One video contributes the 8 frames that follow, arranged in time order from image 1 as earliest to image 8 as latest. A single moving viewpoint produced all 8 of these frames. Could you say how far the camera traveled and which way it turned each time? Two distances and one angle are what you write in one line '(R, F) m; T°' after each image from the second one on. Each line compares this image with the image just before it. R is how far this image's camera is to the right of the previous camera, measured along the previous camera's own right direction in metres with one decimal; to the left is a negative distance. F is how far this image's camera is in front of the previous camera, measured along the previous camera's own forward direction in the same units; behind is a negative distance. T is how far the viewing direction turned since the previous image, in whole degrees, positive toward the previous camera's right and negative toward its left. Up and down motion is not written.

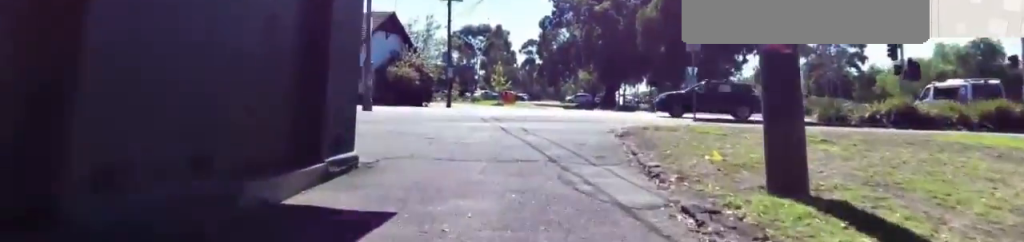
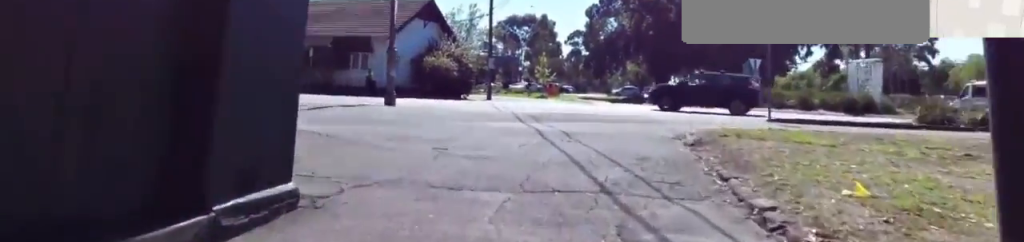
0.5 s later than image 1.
(+0.7, +2.9) m; -5°
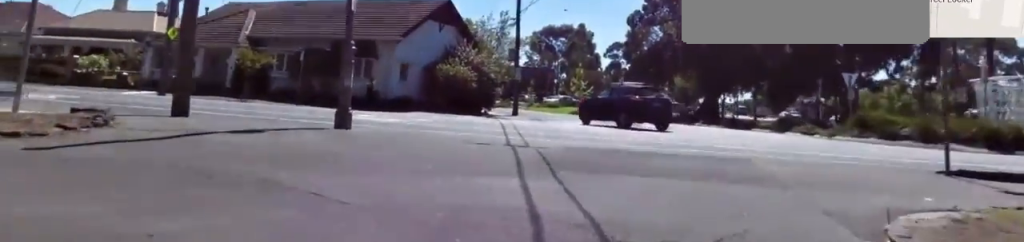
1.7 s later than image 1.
(-2.0, +5.8) m; -17°
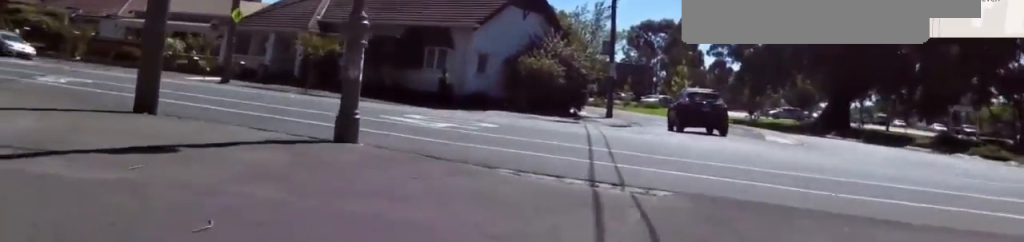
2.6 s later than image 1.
(+0.5, +4.2) m; -3°
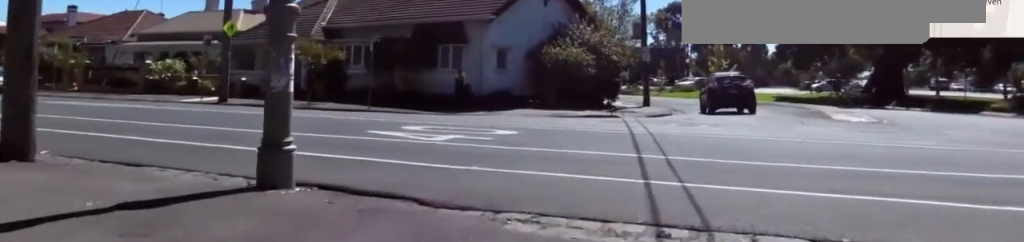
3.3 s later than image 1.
(-0.6, +2.5) m; +12°
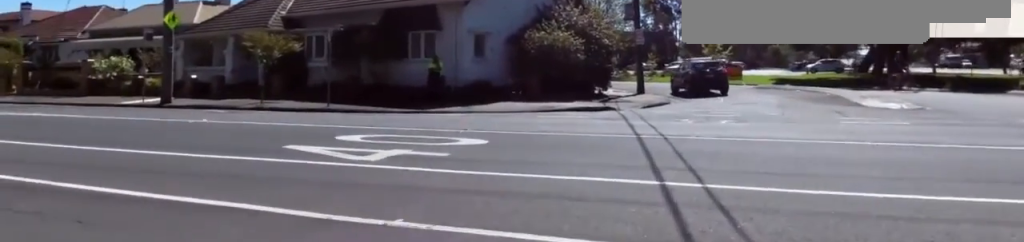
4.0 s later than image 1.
(+0.4, +2.3) m; +5°
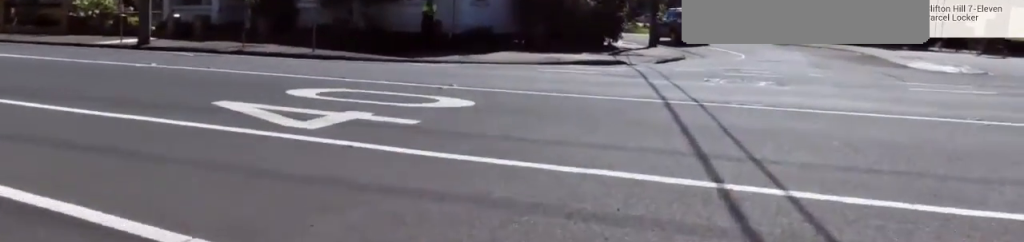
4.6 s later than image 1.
(+1.1, +1.7) m; -1°
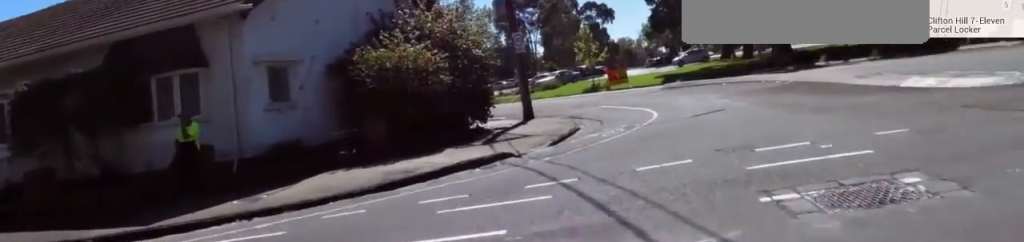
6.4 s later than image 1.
(-1.8, +7.2) m; -13°
